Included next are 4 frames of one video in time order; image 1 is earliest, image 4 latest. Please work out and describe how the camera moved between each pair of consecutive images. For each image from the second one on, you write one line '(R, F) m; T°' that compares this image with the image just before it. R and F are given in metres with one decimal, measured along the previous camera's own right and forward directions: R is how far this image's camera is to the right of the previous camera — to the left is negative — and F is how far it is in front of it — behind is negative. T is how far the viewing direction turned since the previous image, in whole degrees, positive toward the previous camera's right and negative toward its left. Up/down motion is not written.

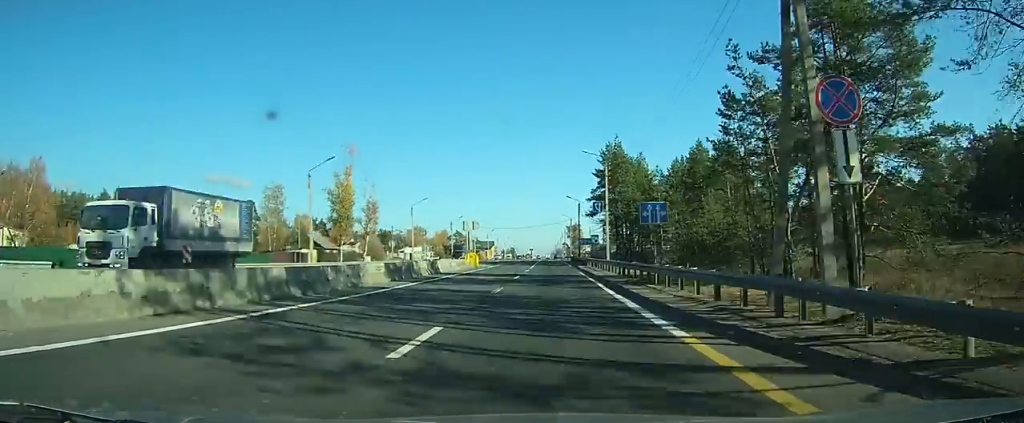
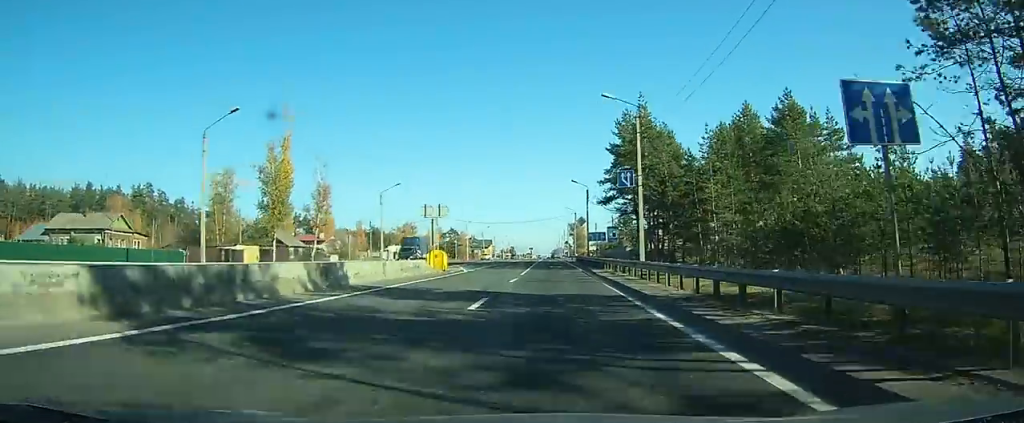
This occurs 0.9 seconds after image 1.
(0.0, +16.9) m; 0°
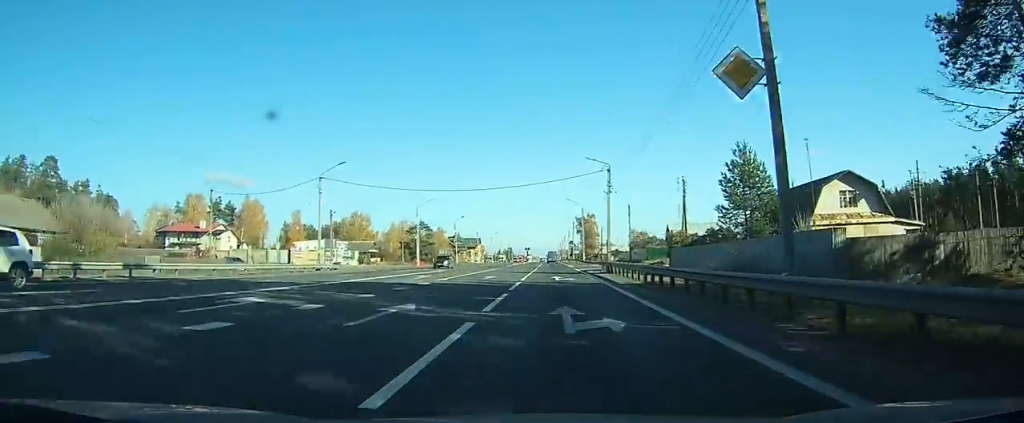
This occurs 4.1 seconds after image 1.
(+0.2, +59.9) m; 0°
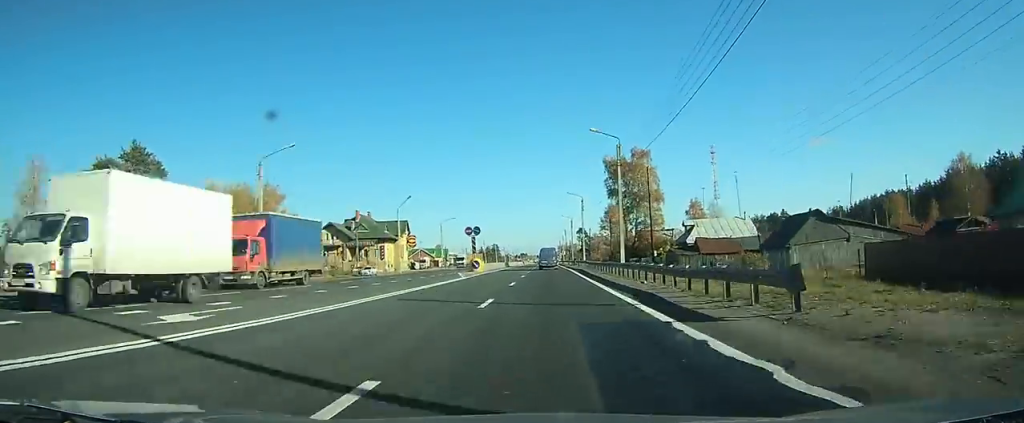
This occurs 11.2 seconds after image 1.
(+0.8, +128.6) m; 0°
